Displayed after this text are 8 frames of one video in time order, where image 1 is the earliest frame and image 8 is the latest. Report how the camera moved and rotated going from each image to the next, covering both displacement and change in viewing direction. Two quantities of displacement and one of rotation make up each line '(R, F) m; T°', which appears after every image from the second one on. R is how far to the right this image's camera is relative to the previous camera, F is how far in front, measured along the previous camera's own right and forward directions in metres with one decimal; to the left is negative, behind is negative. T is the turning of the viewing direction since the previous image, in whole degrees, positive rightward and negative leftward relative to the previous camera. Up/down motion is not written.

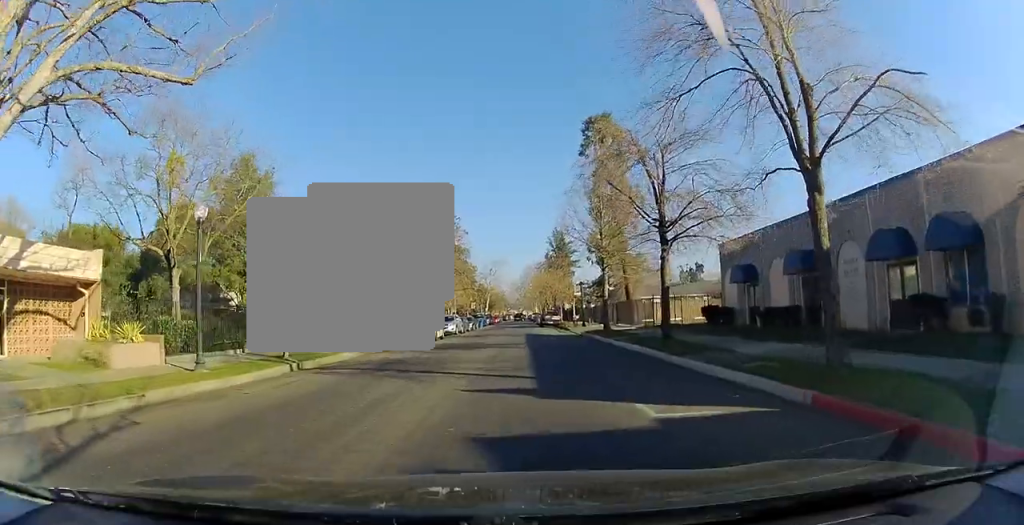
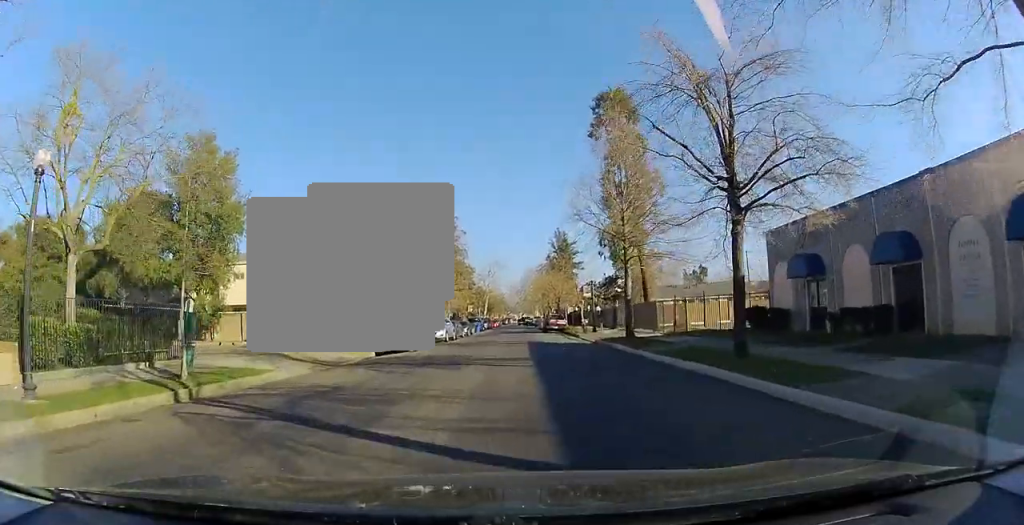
(0.0, +6.2) m; 0°
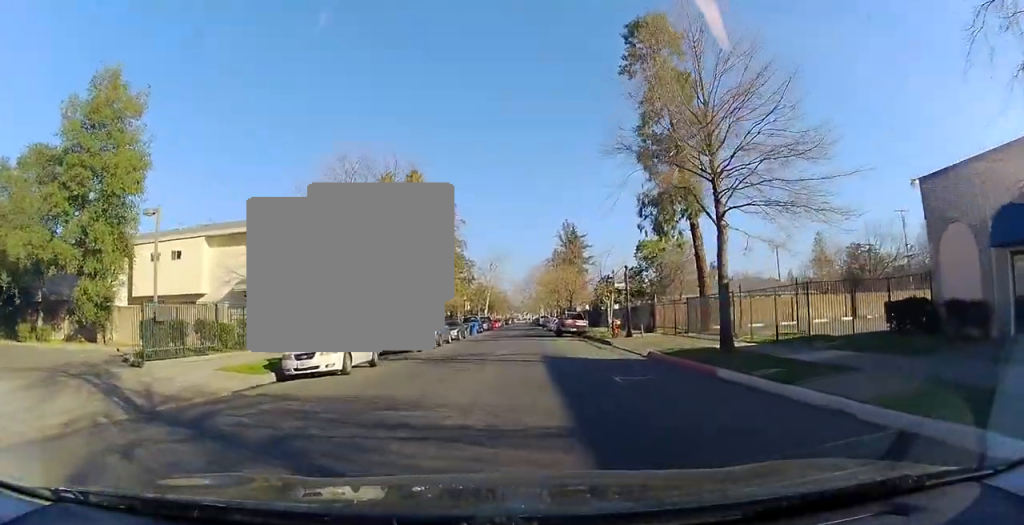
(0.0, +11.1) m; 0°
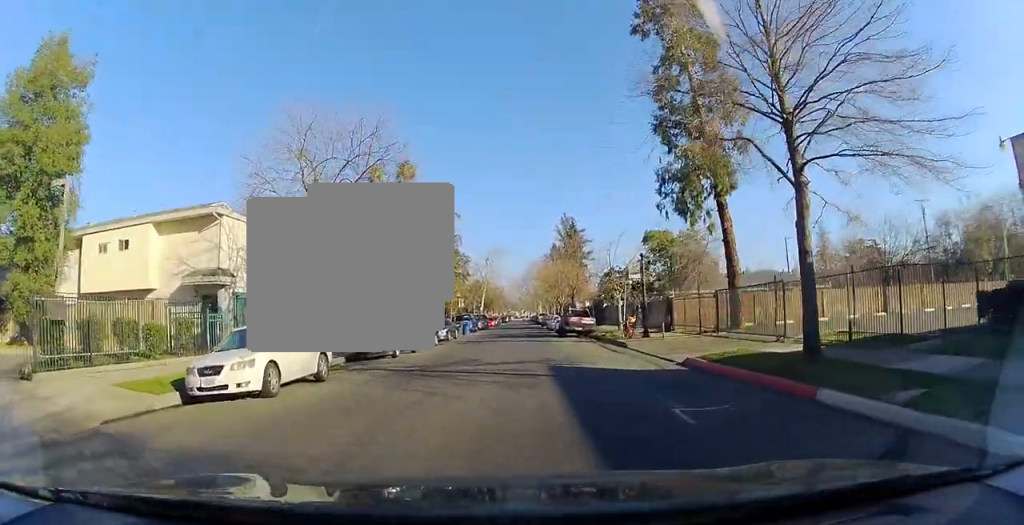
(0.0, +4.5) m; 0°
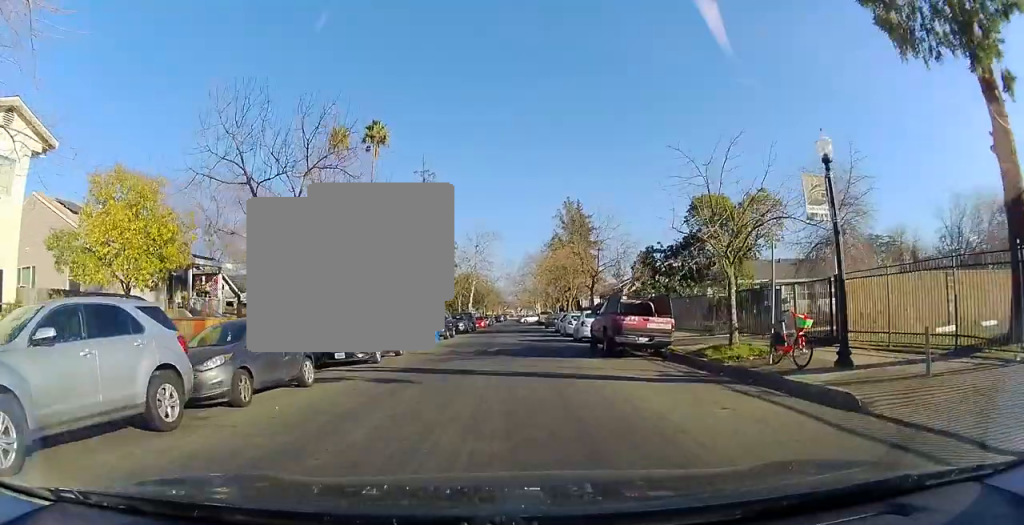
(+1.0, +17.2) m; +3°
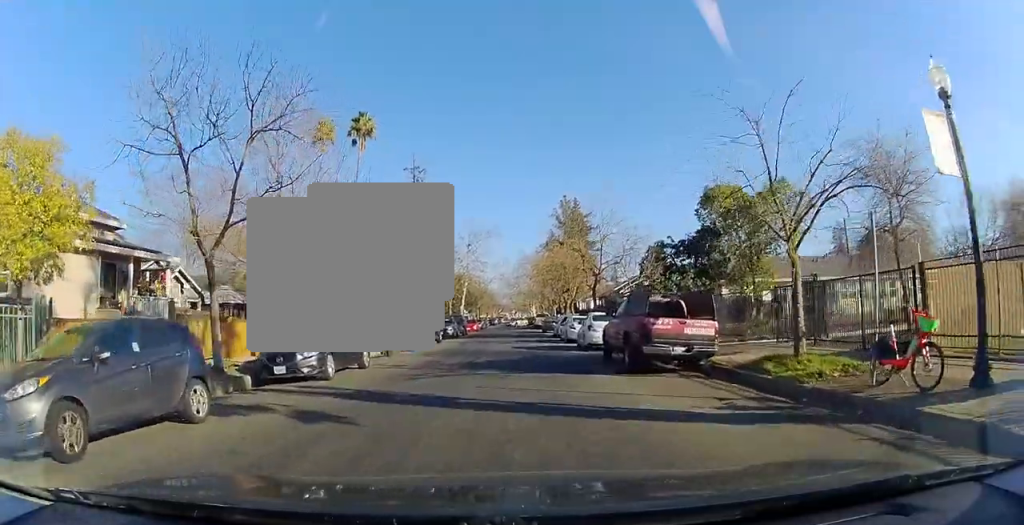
(-0.2, +4.1) m; -2°
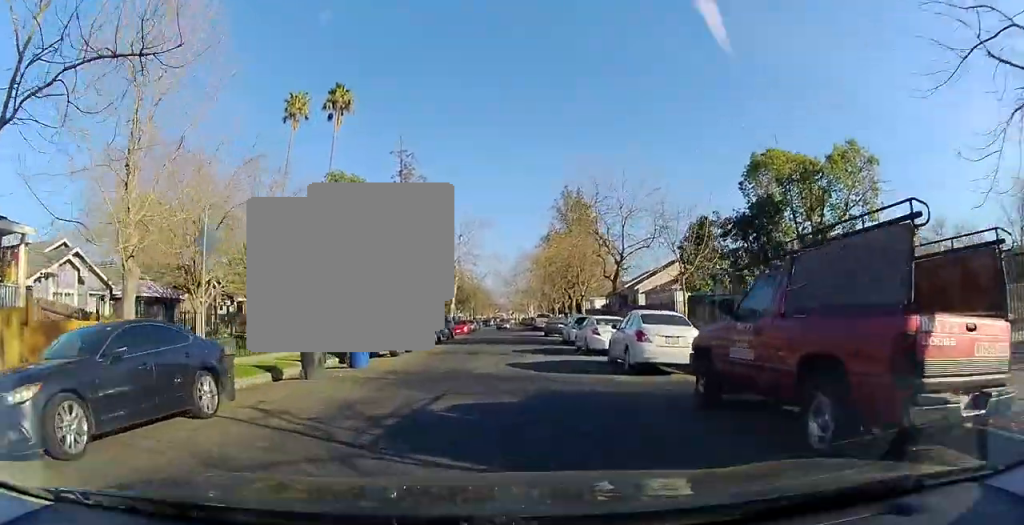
(-0.2, +8.6) m; 0°
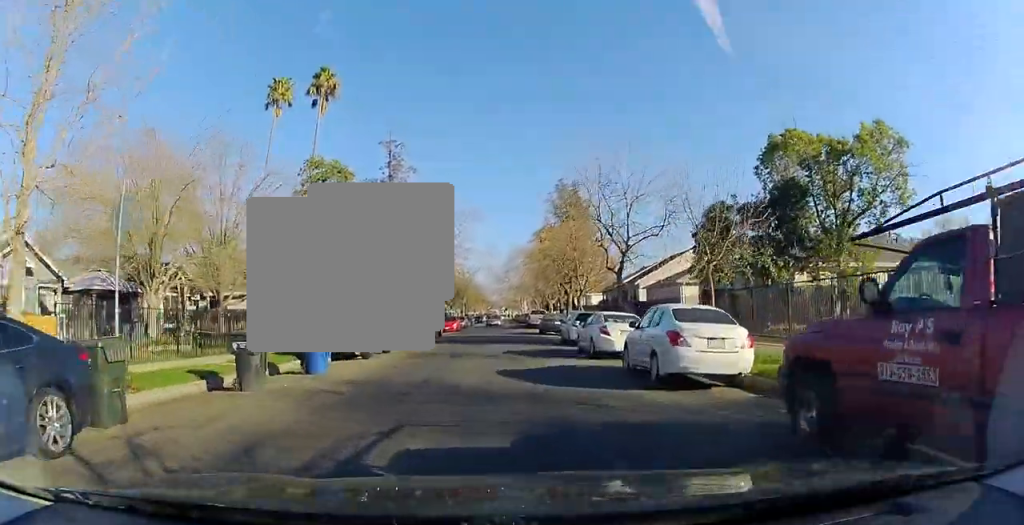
(+0.1, +3.1) m; +2°
